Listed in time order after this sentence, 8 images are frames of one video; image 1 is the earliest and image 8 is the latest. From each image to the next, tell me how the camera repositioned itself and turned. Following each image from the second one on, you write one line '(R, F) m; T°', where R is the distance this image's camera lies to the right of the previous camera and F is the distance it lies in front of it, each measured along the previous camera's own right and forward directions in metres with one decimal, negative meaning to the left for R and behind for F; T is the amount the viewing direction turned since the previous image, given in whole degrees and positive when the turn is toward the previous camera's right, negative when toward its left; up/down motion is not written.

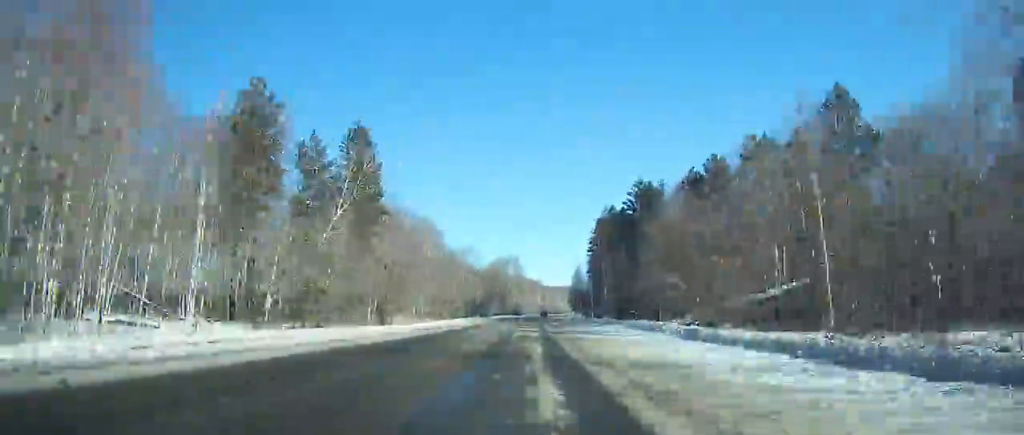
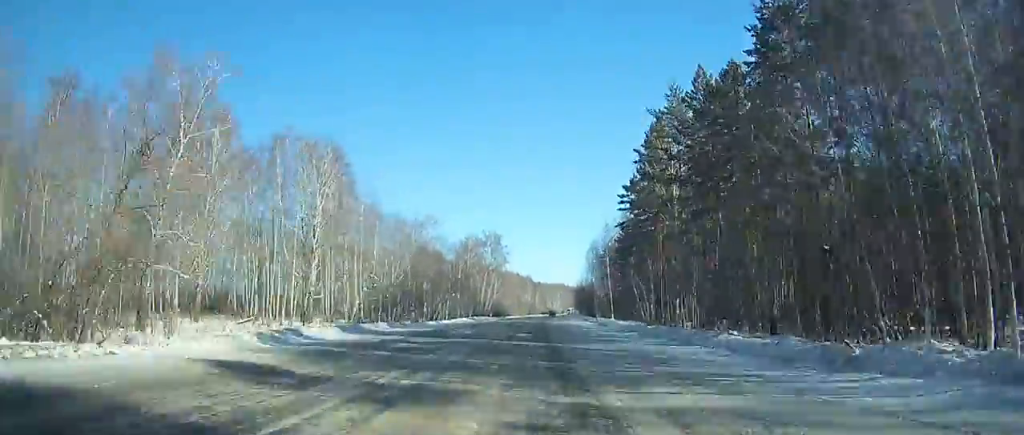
(+4.9, +64.4) m; +5°
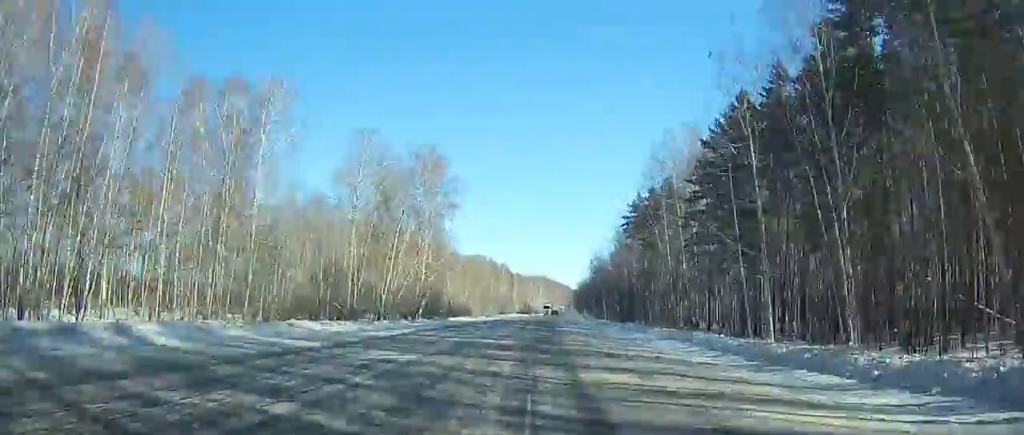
(+1.3, +78.9) m; +2°
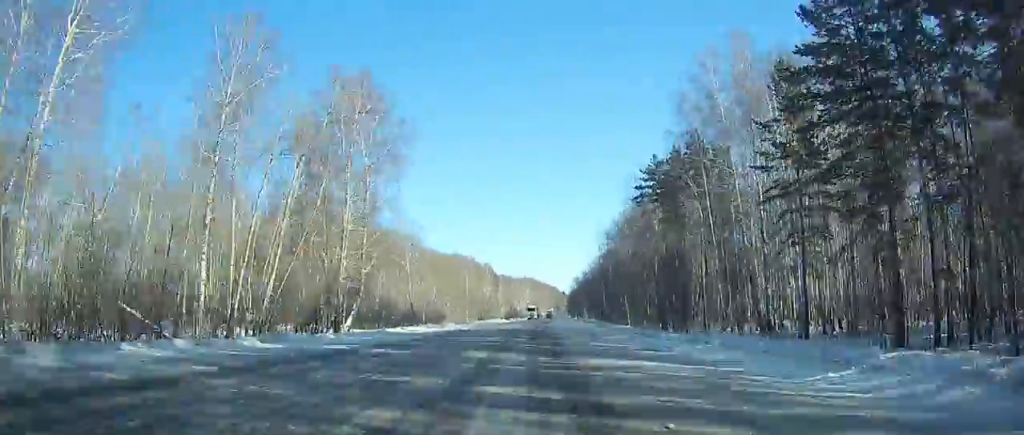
(+0.3, +26.0) m; +1°
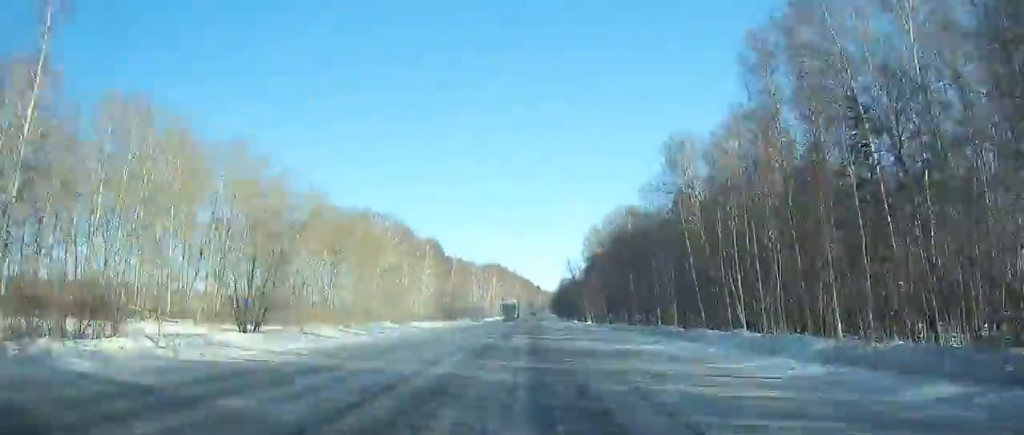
(+2.0, +90.9) m; +2°
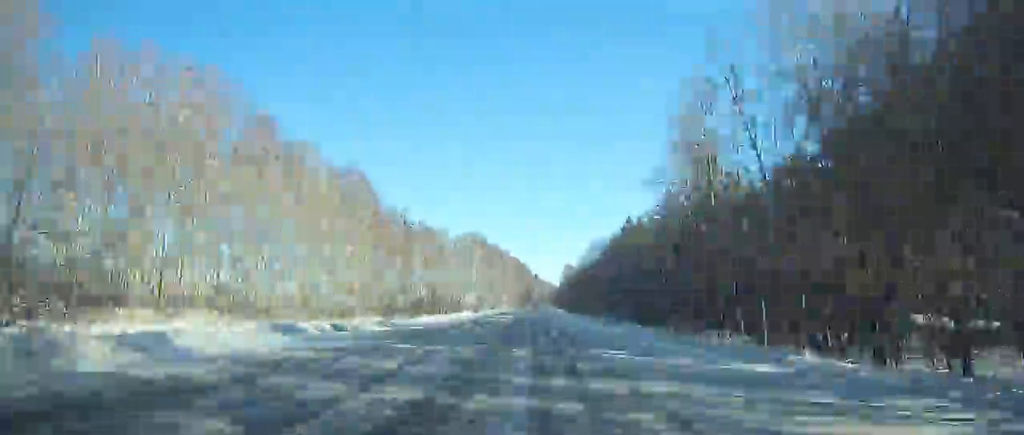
(+0.5, +84.9) m; +1°
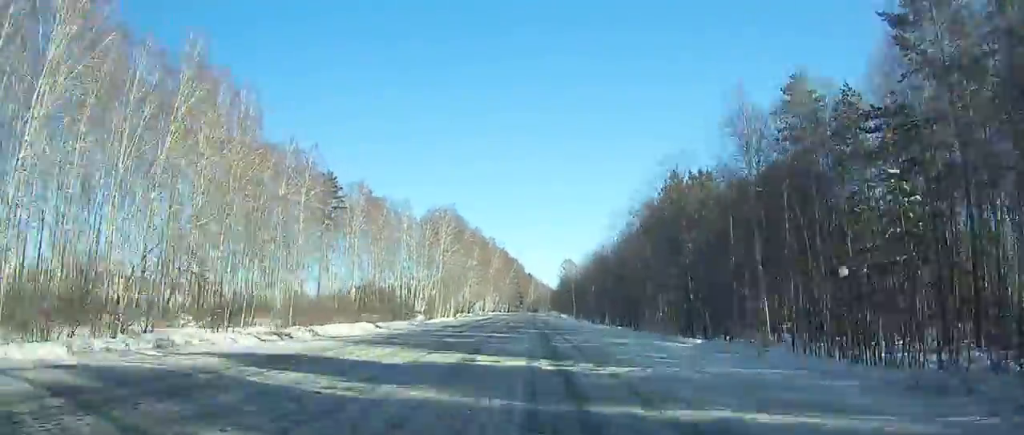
(+0.4, +55.1) m; +1°
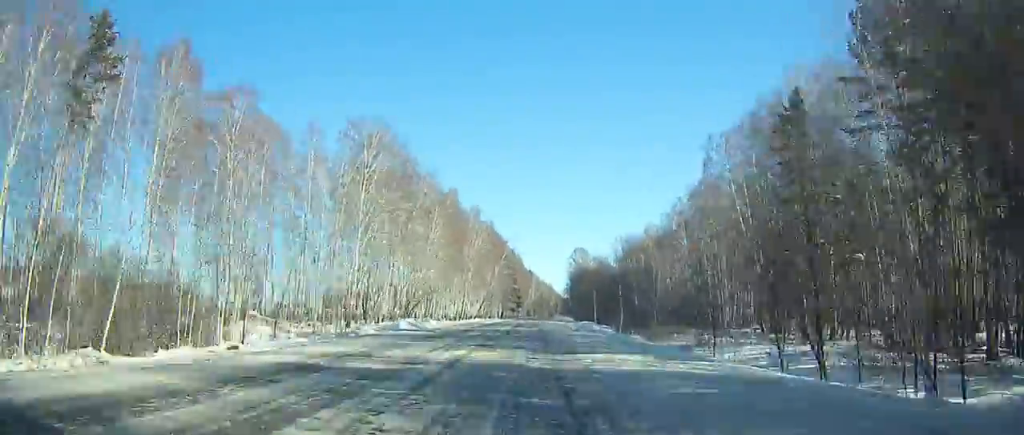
(+0.2, +62.8) m; 0°
